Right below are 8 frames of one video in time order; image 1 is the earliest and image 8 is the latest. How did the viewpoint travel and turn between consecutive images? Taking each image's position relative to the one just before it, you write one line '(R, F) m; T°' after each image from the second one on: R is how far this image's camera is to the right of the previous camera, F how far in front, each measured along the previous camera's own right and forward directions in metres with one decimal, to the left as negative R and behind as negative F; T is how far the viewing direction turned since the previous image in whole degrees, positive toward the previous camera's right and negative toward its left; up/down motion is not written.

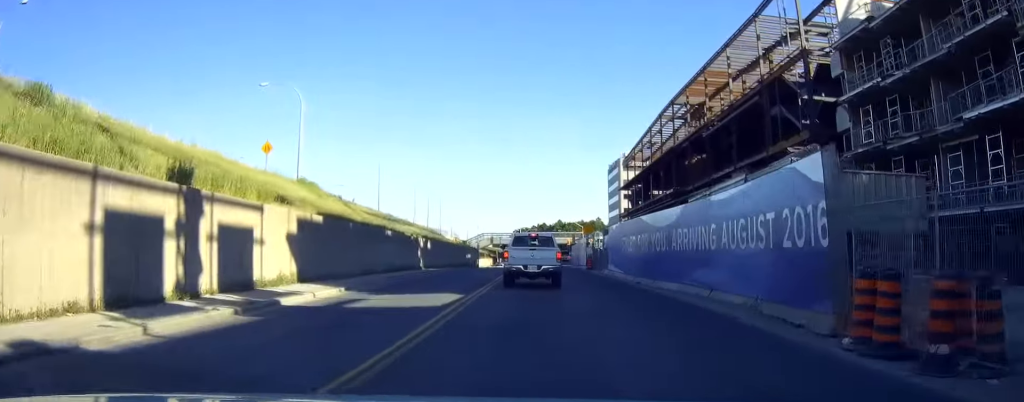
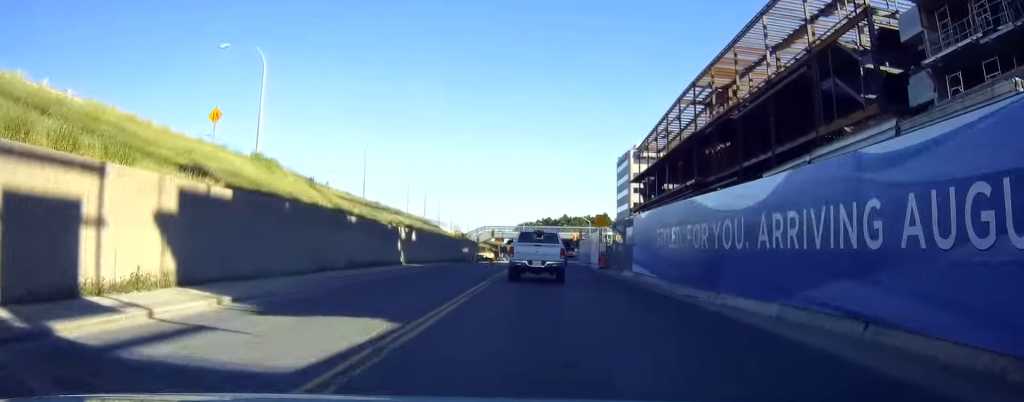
(0.0, +8.9) m; -1°
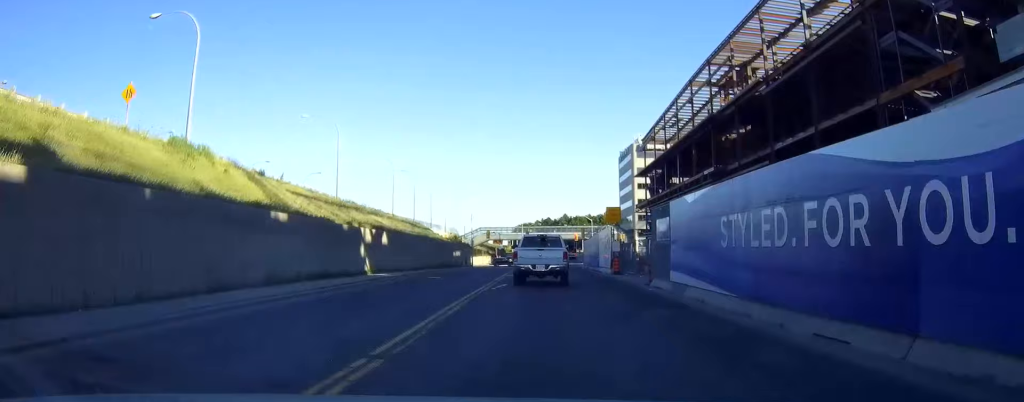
(-0.1, +9.0) m; -1°
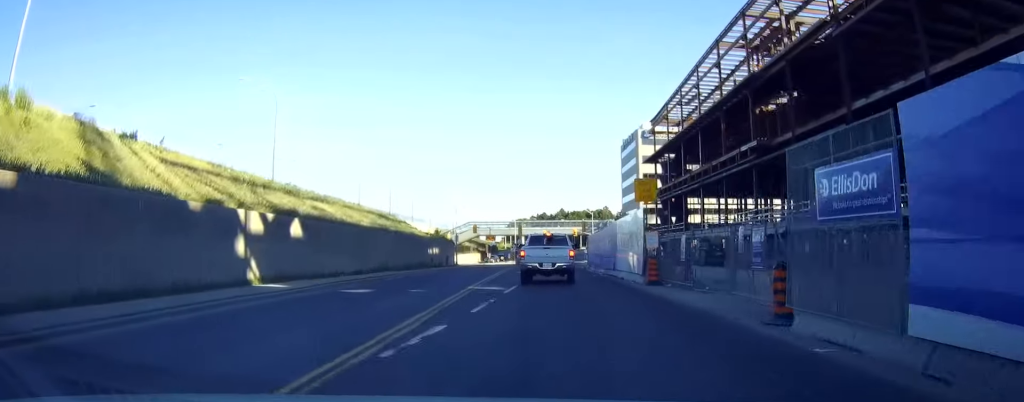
(-0.2, +14.6) m; 0°
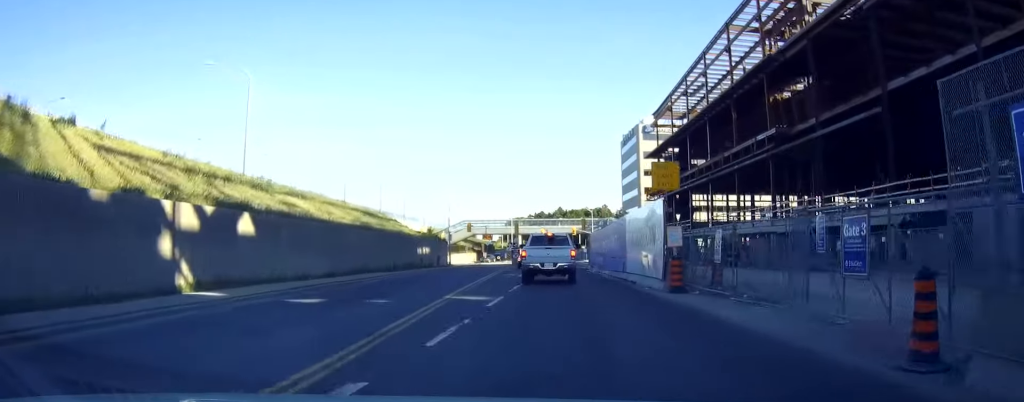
(0.0, +4.7) m; 0°
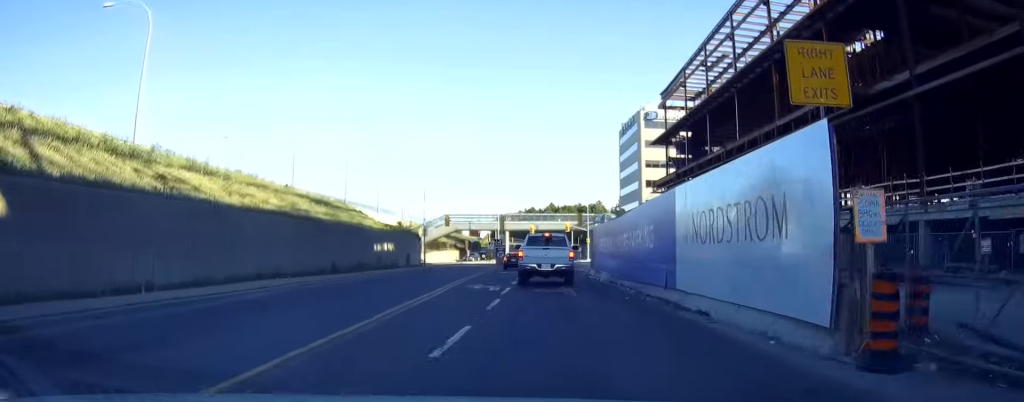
(0.0, +12.9) m; 0°
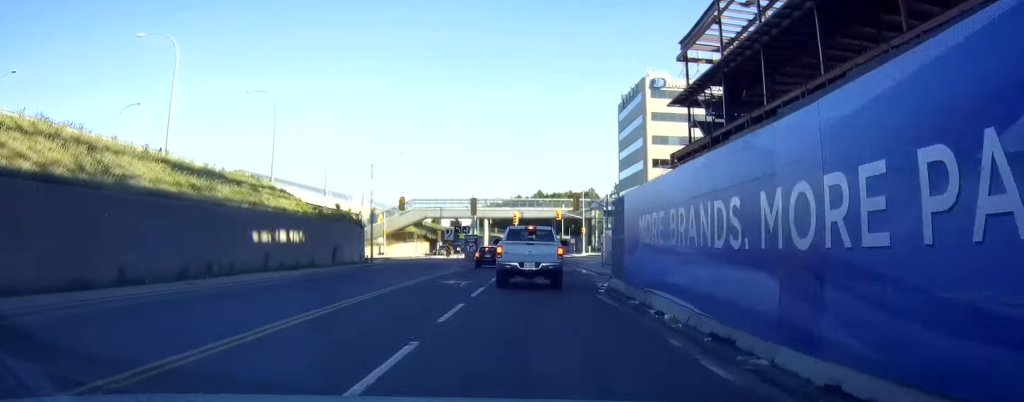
(-0.1, +20.0) m; 0°
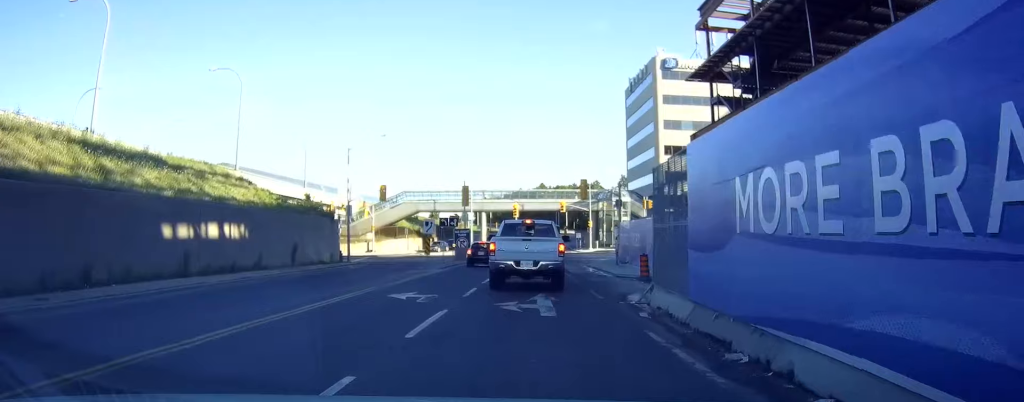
(-0.1, +9.2) m; -1°
